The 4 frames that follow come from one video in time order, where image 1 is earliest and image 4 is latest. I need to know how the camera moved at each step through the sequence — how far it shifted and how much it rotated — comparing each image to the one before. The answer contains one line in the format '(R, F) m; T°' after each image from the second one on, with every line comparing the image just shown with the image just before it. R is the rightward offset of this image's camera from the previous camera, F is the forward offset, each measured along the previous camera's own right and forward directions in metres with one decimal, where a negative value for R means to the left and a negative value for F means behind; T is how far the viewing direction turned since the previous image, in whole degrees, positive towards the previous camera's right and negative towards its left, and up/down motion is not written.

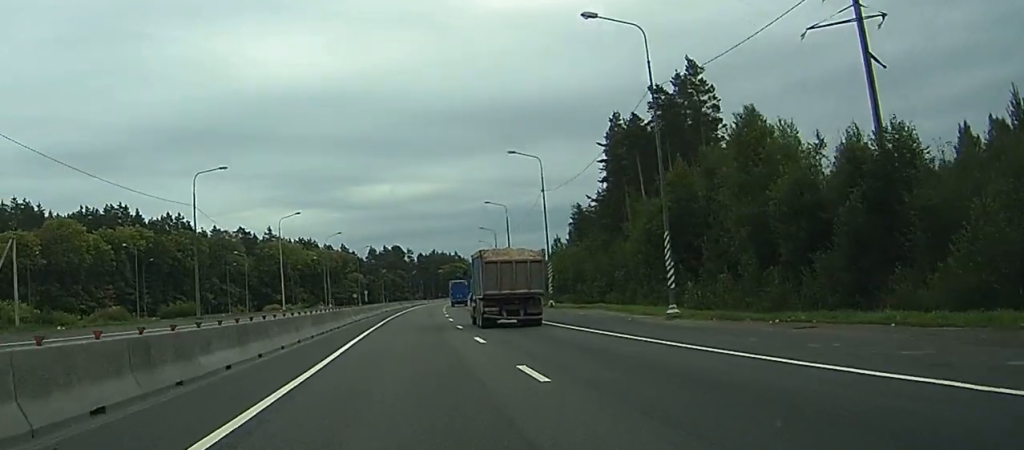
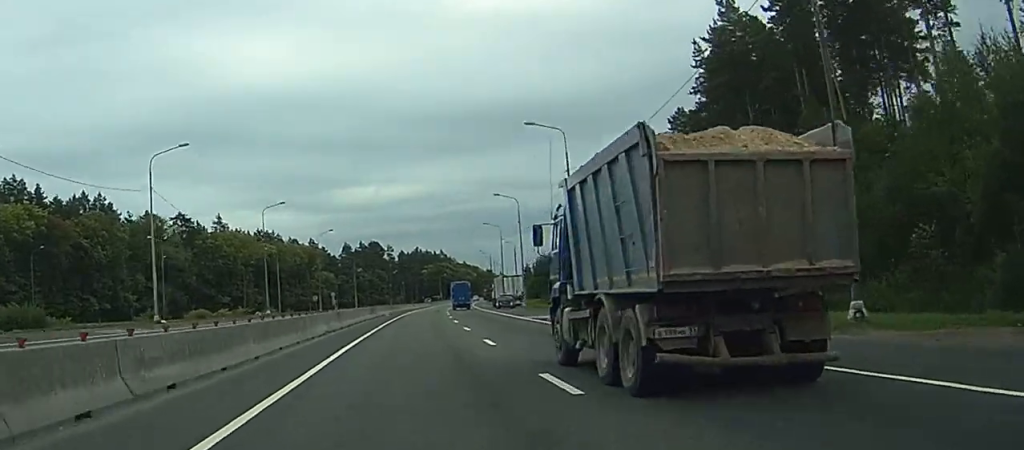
(-2.0, +51.5) m; +2°
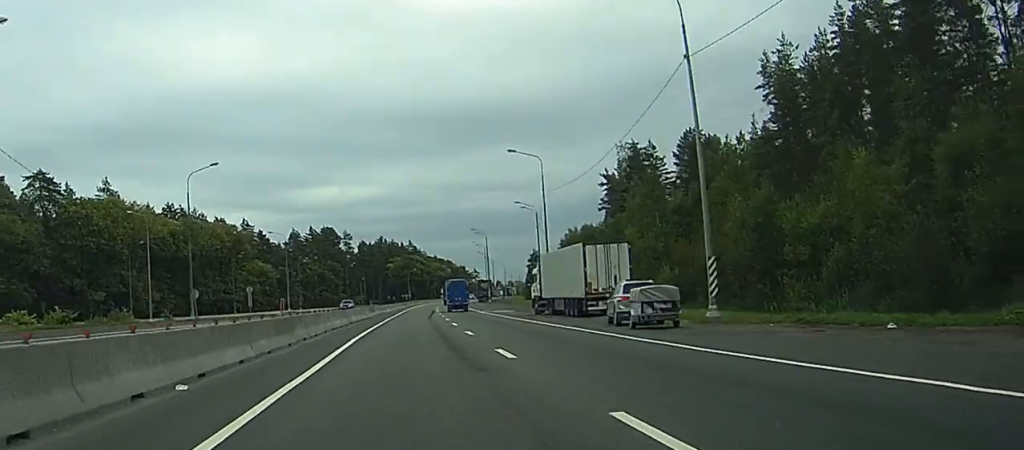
(+0.7, +65.6) m; +2°
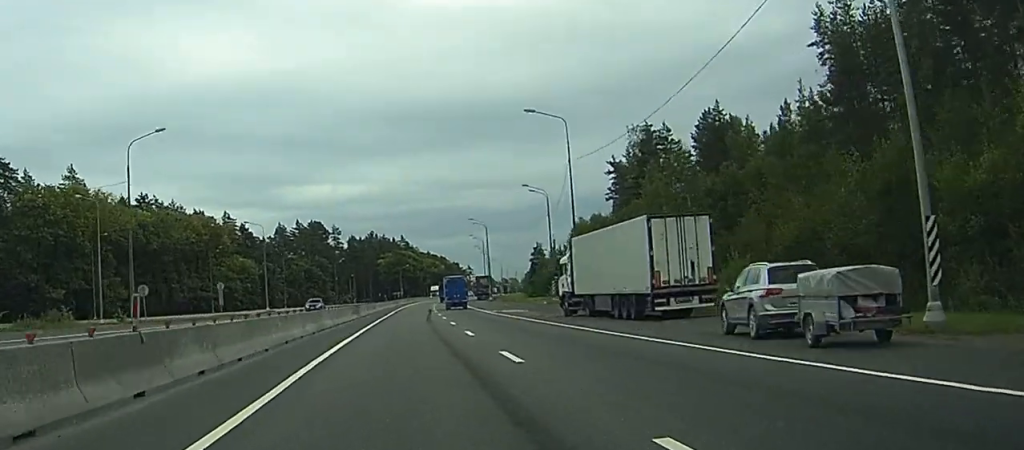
(0.0, +13.8) m; +1°
